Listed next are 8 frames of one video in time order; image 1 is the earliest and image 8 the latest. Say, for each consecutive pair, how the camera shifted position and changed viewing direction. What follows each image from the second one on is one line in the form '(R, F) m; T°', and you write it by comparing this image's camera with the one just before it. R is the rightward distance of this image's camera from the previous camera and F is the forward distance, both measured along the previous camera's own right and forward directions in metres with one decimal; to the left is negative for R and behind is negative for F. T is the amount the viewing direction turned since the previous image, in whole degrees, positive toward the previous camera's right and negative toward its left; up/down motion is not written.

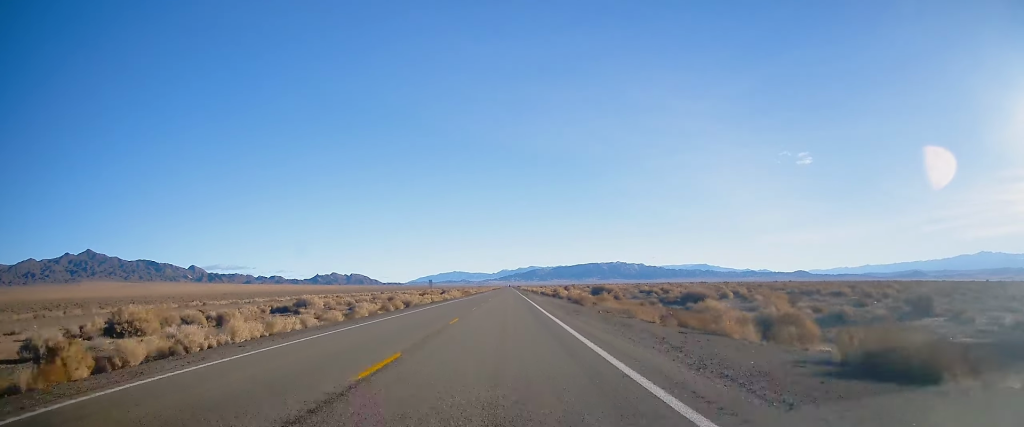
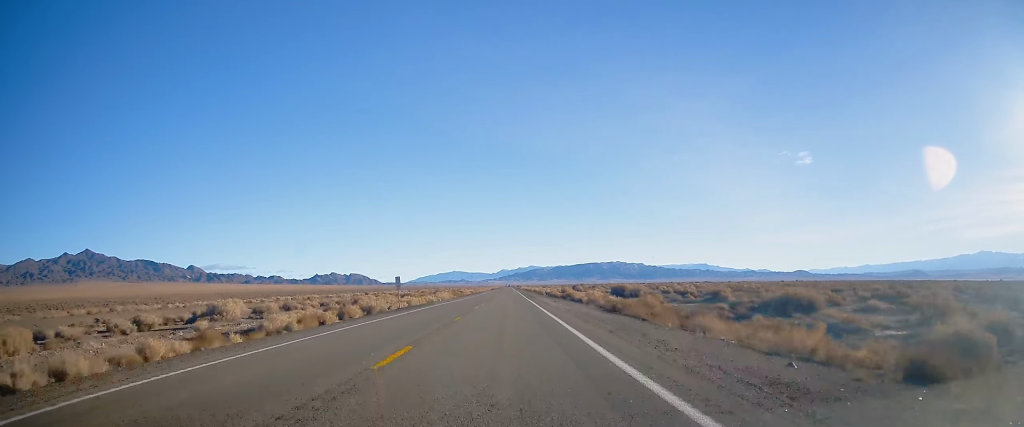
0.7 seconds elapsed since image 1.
(+0.4, +23.5) m; 0°
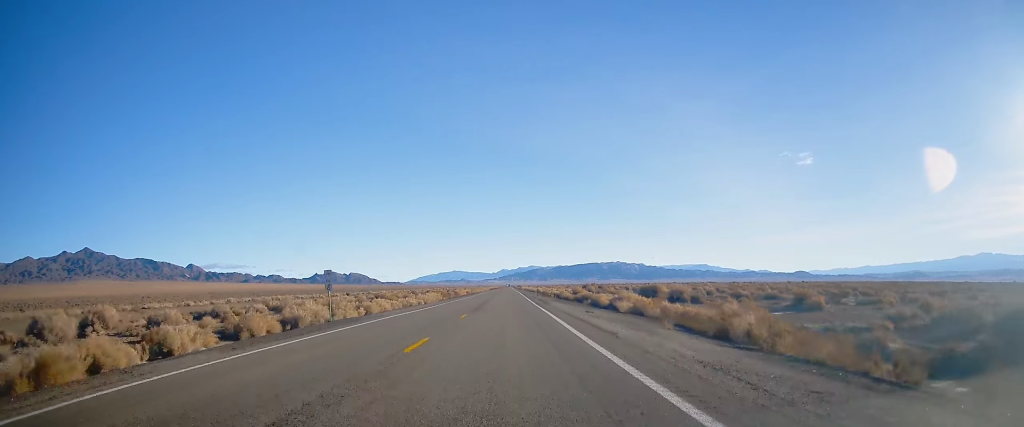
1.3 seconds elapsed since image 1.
(0.0, +22.3) m; 0°
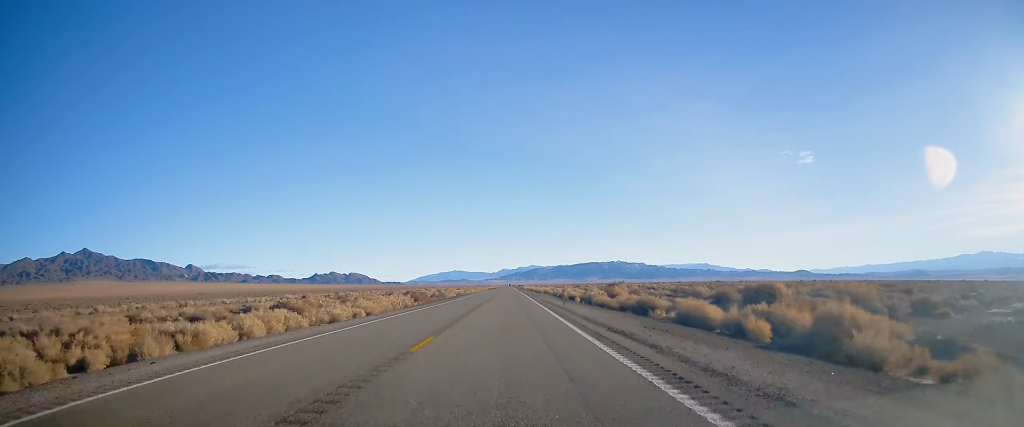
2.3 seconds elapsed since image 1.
(-0.4, +35.9) m; -1°
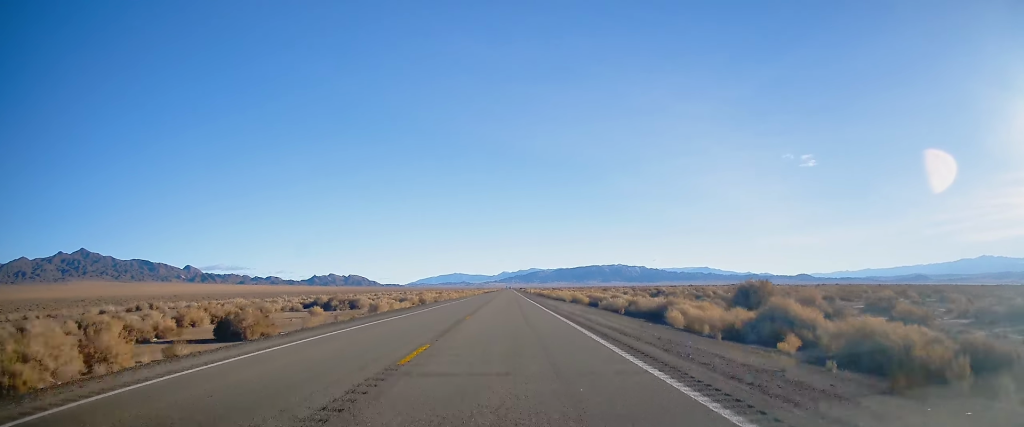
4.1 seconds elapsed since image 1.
(+0.4, +62.5) m; +1°
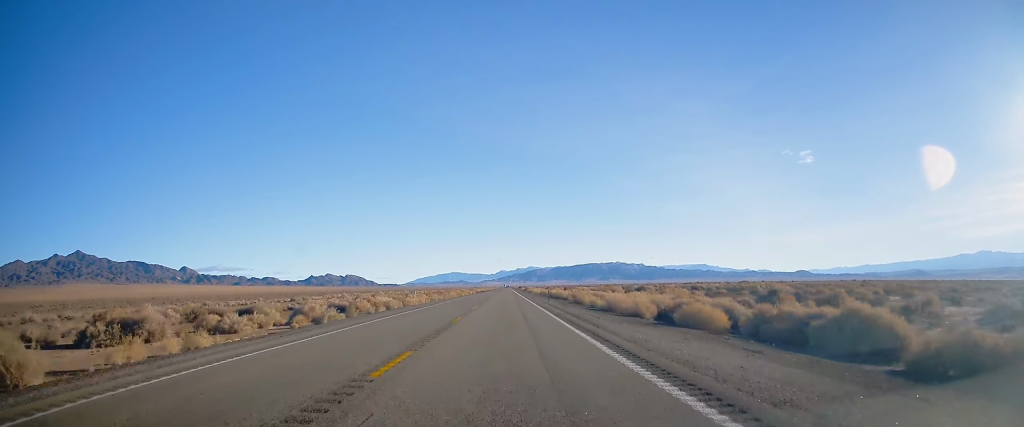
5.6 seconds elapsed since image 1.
(-0.2, +49.3) m; 0°
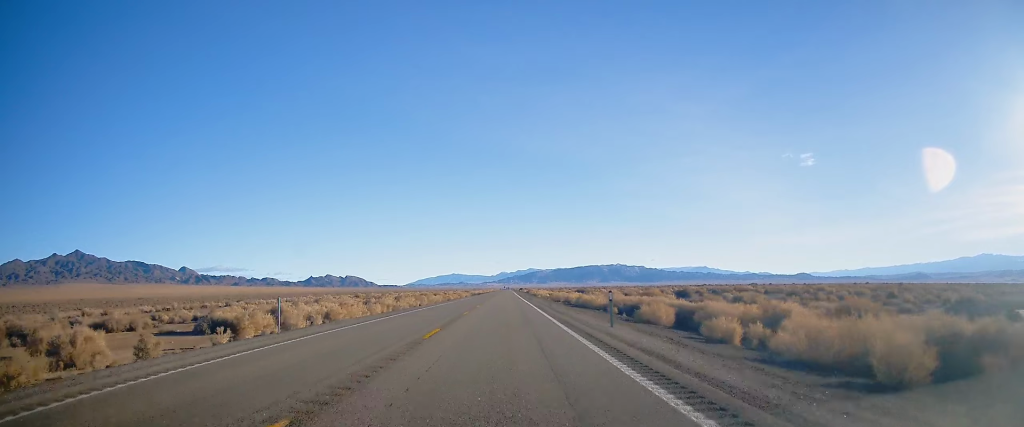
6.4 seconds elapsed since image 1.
(+0.1, +29.9) m; 0°
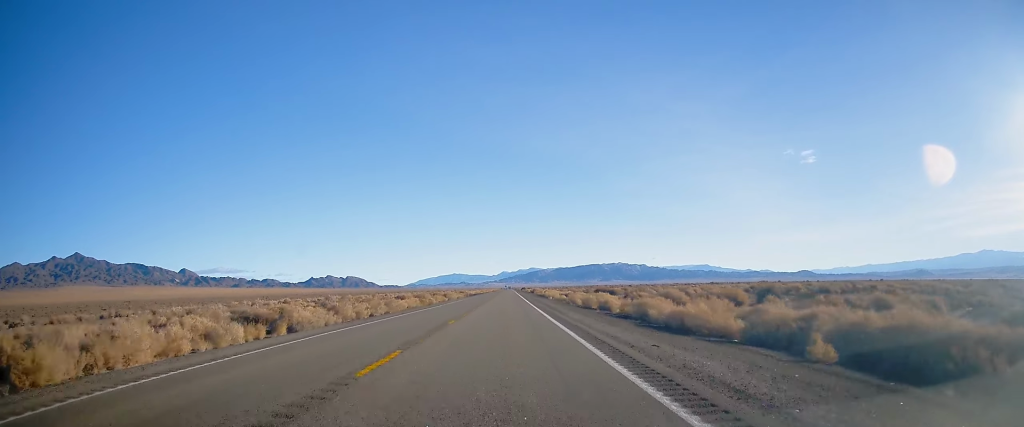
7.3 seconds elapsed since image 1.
(-0.1, +30.1) m; 0°
